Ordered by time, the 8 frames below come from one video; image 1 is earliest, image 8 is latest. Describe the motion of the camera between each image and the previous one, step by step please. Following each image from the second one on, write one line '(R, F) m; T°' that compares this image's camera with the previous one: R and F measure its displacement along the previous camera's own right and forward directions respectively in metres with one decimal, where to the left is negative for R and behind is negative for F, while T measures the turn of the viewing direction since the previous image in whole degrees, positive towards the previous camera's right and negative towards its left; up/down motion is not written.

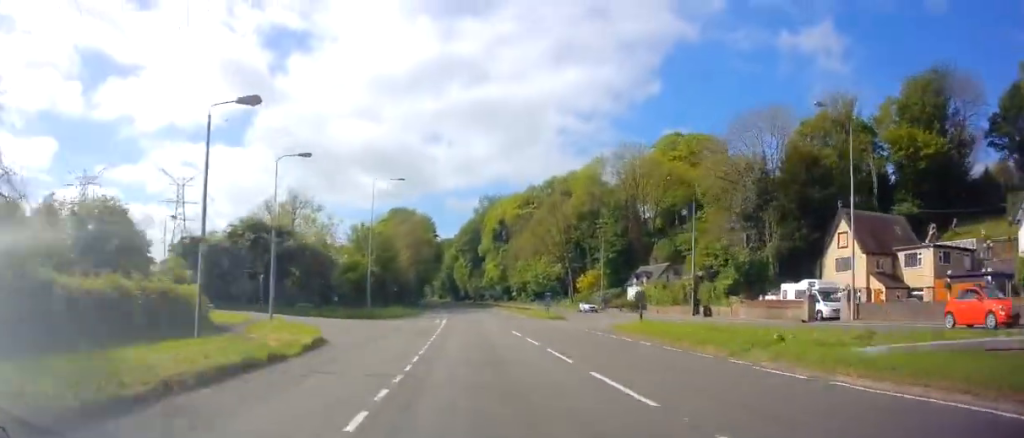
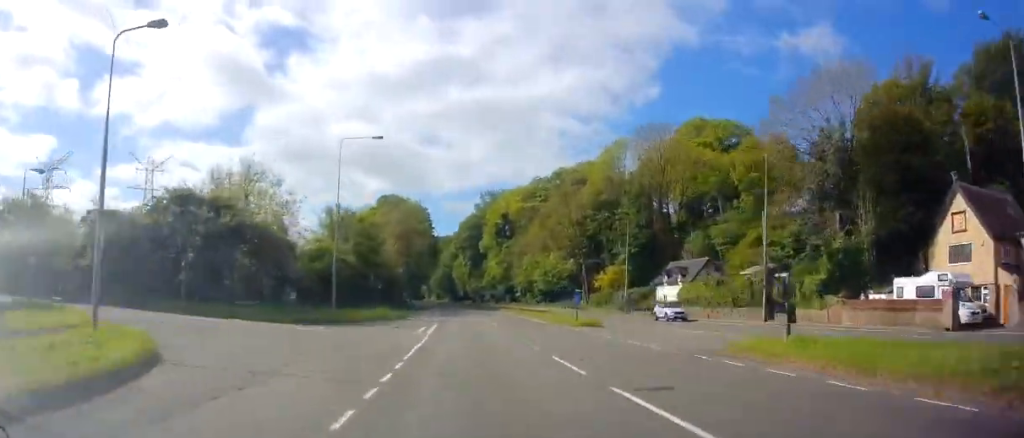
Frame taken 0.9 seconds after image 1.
(0.0, +14.0) m; 0°
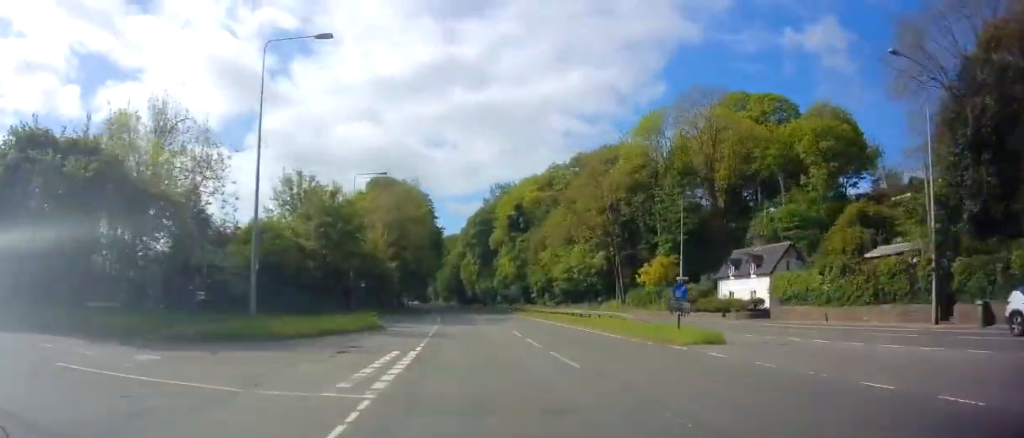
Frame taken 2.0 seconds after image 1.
(-0.1, +16.6) m; -1°
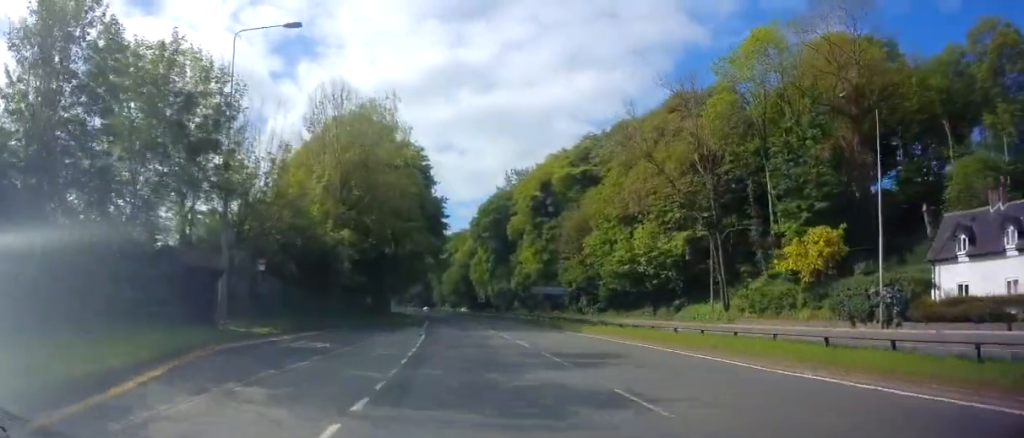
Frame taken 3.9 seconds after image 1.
(0.0, +29.1) m; 0°
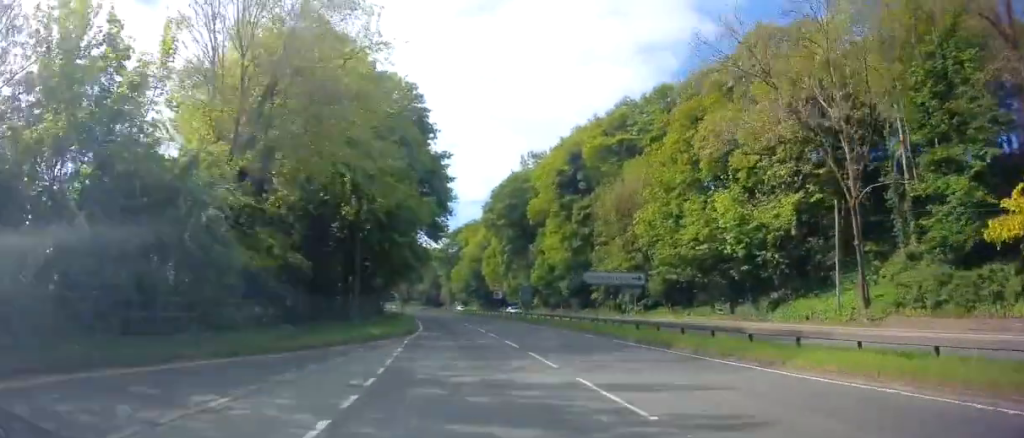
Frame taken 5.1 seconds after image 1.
(-0.3, +17.8) m; -1°
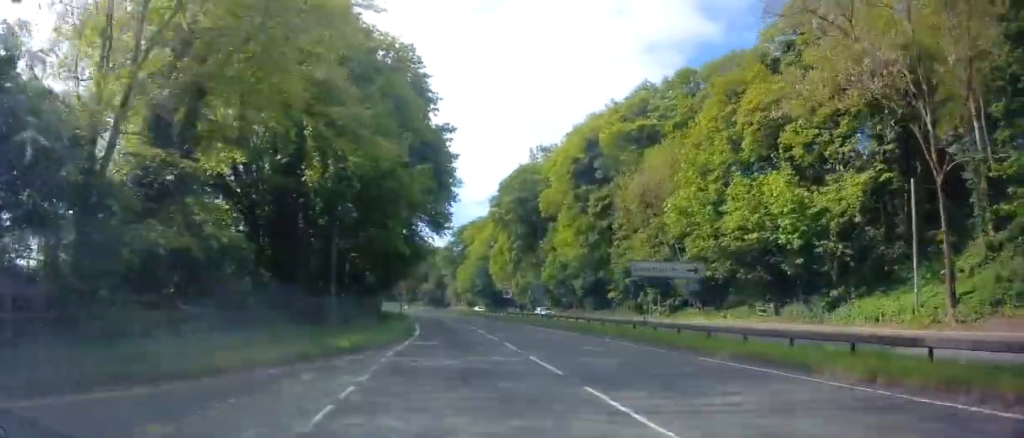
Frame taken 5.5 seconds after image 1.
(0.0, +6.9) m; 0°
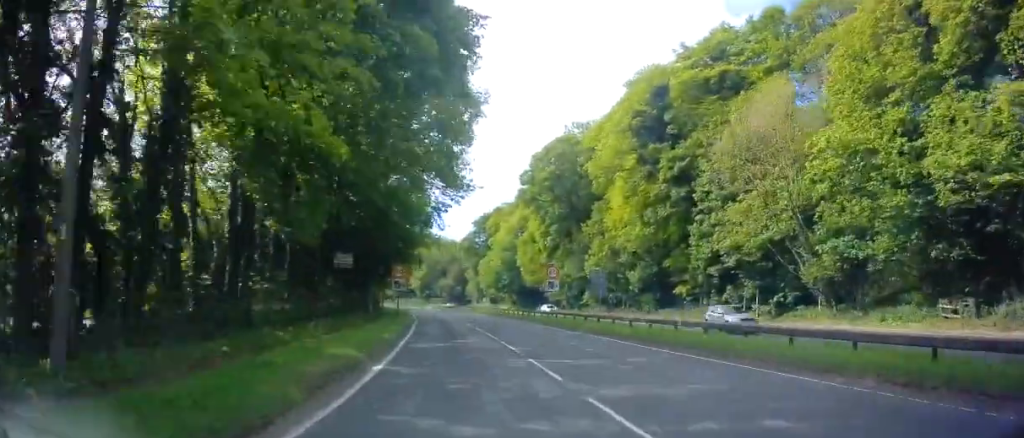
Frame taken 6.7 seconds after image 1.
(0.0, +18.9) m; -2°
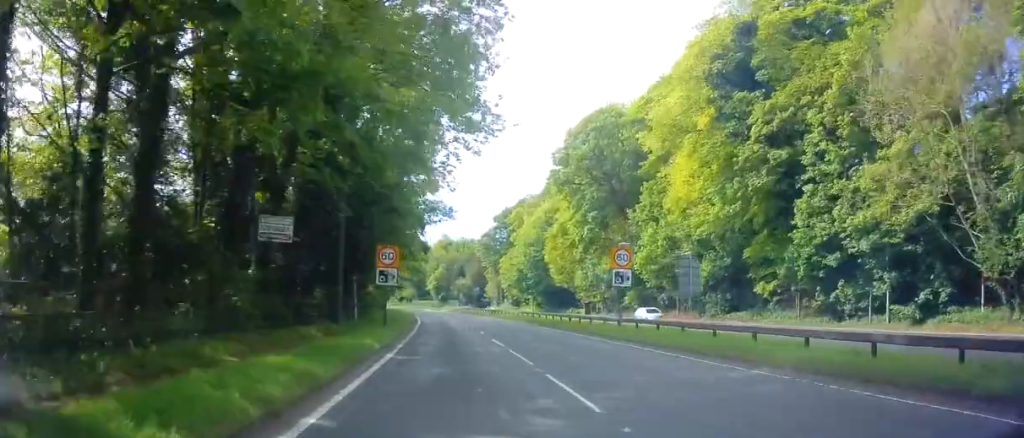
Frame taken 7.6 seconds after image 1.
(-0.6, +14.8) m; -2°
